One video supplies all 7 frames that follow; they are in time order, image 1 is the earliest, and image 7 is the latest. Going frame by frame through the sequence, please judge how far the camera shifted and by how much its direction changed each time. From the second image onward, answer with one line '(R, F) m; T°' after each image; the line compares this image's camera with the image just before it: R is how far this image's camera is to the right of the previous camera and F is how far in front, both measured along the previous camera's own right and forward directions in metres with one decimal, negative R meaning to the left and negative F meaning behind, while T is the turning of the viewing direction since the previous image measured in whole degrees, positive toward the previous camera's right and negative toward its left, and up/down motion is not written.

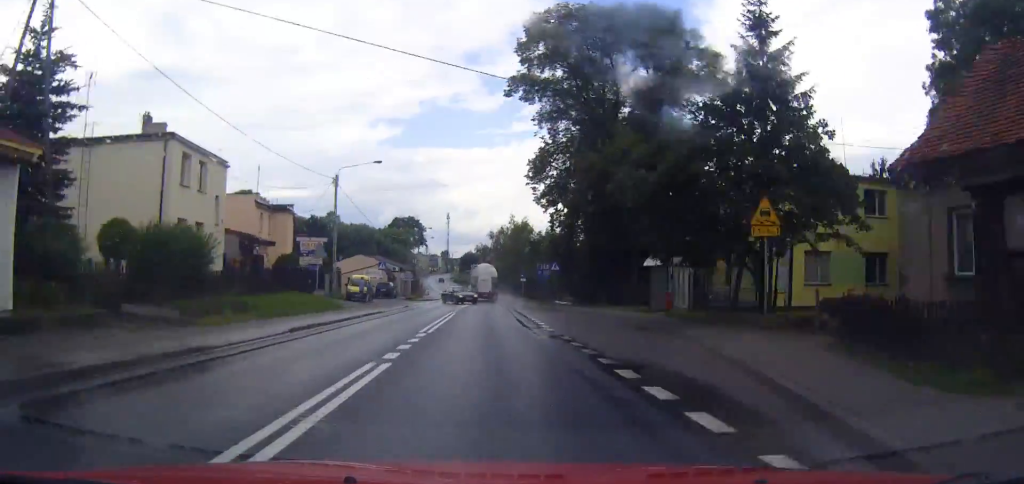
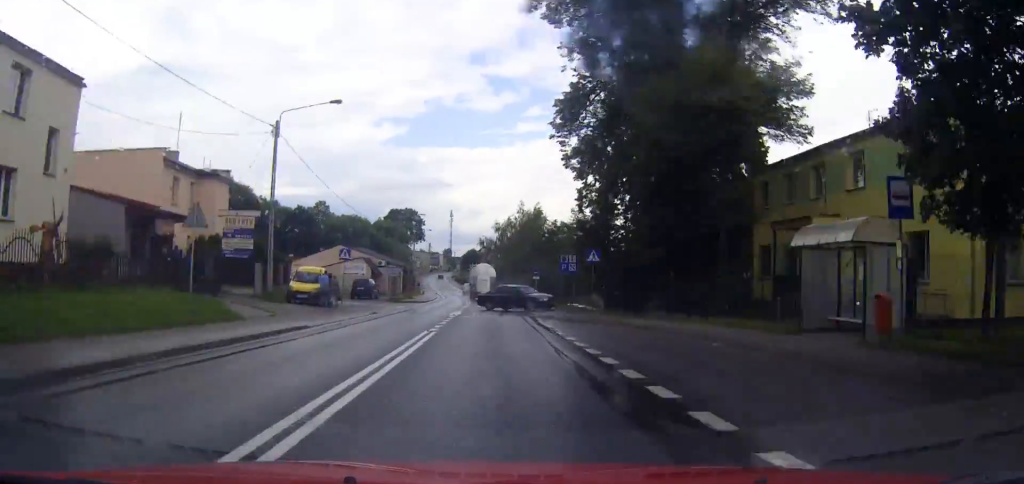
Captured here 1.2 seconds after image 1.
(-0.1, +16.3) m; 0°
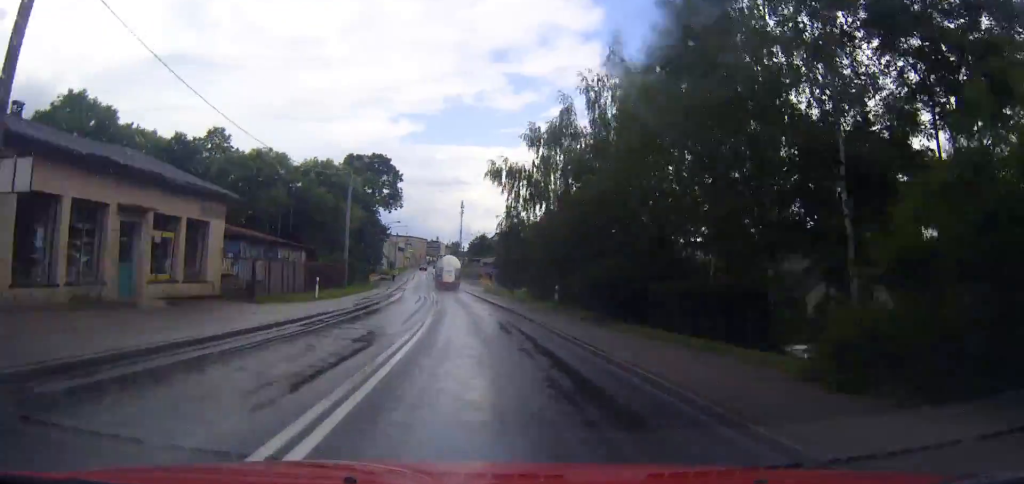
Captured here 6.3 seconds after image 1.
(-0.7, +69.5) m; -2°
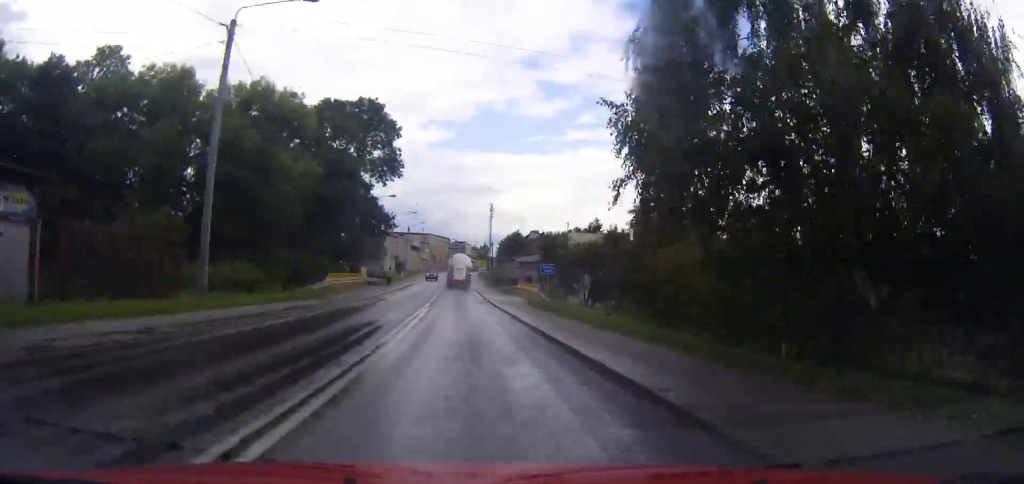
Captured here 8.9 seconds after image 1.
(-0.6, +35.4) m; -2°
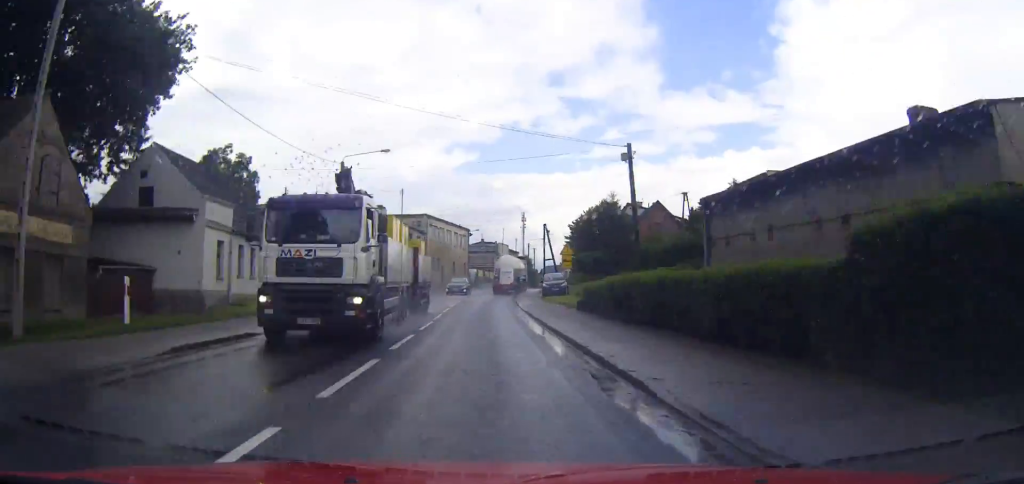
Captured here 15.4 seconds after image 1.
(-1.8, +87.7) m; 0°
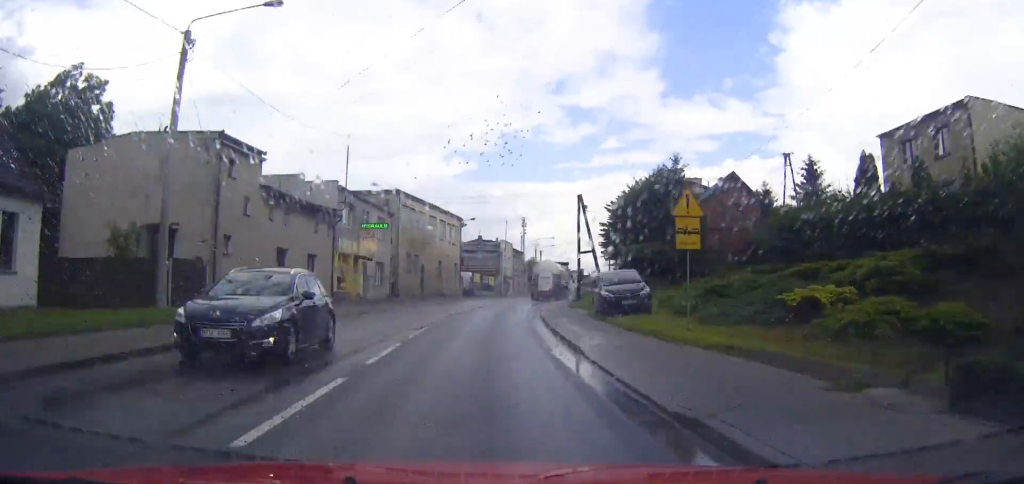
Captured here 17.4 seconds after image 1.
(-0.2, +26.5) m; +2°
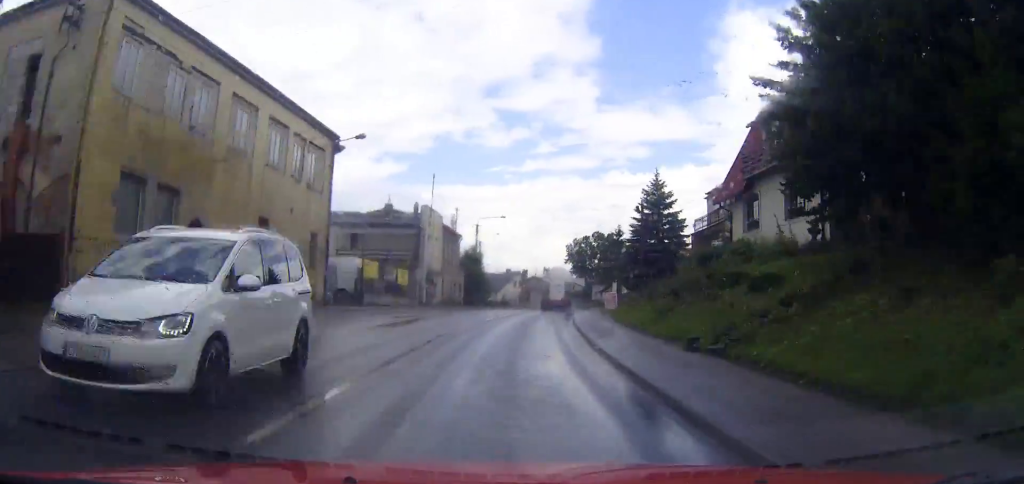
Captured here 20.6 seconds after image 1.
(+2.0, +41.8) m; +6°
